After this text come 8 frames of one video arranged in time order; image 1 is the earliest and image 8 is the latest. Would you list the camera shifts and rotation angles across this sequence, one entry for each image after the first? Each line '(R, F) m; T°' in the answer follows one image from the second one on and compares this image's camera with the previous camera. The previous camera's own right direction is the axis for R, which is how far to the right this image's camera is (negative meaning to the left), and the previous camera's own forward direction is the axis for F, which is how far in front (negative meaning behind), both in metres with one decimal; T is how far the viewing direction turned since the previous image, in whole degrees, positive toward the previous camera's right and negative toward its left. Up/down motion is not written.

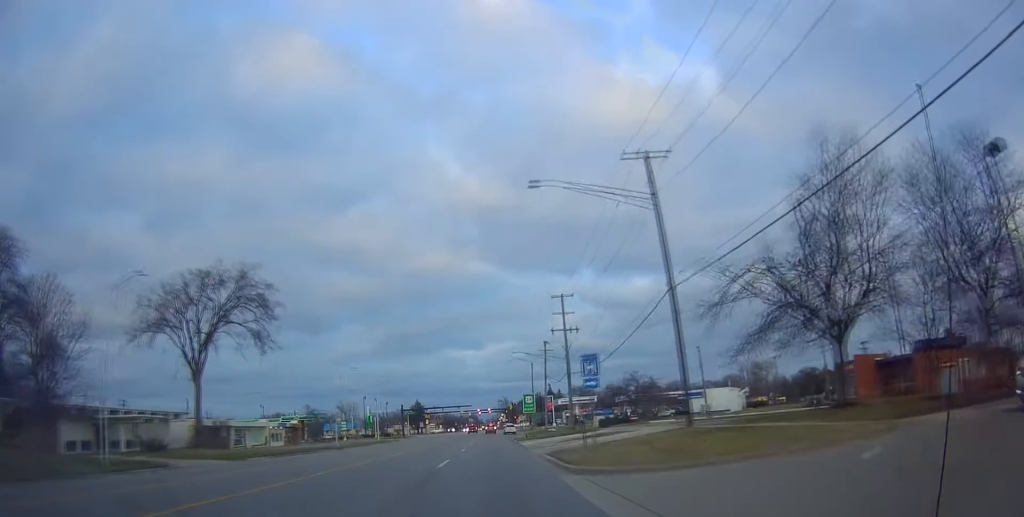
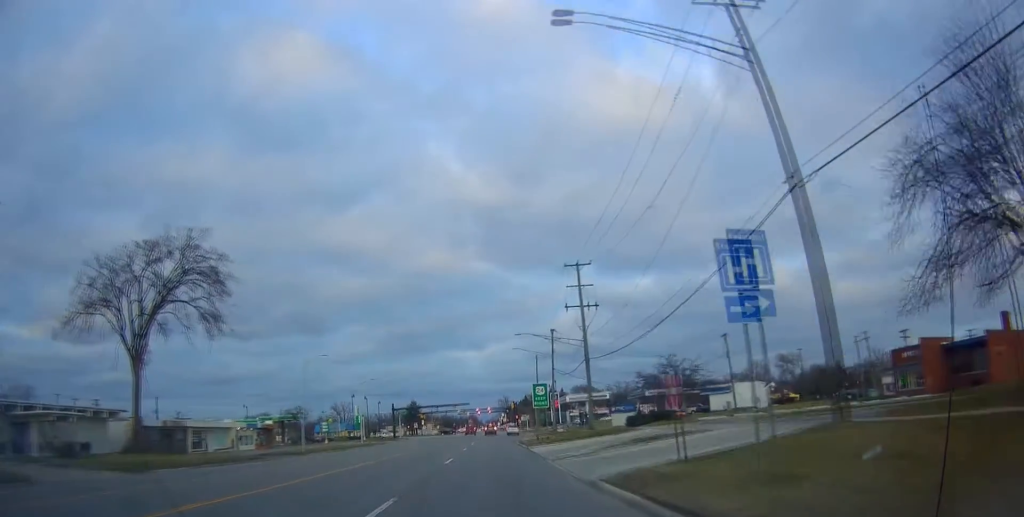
(+0.4, +12.4) m; 0°
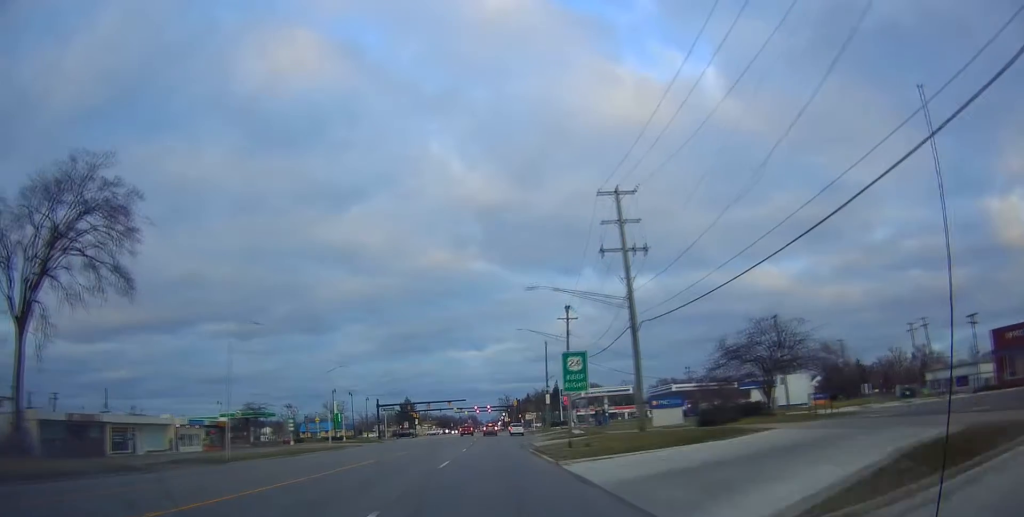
(-0.4, +16.9) m; -2°
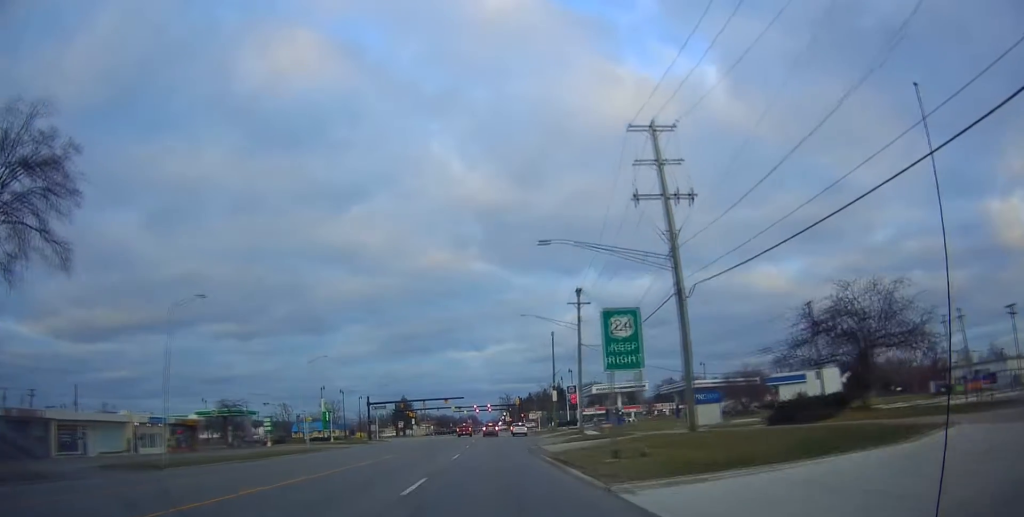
(0.0, +8.6) m; +1°
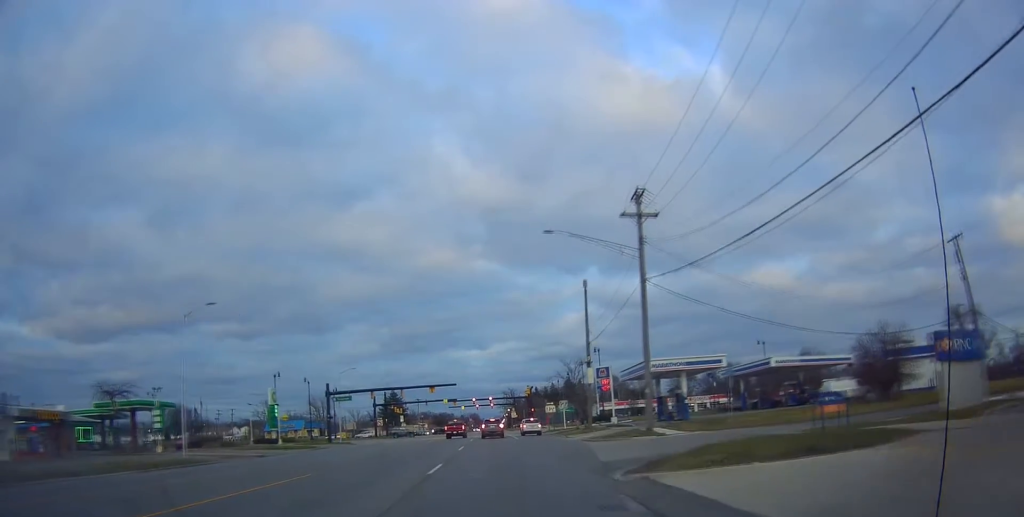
(+1.0, +25.7) m; +3°
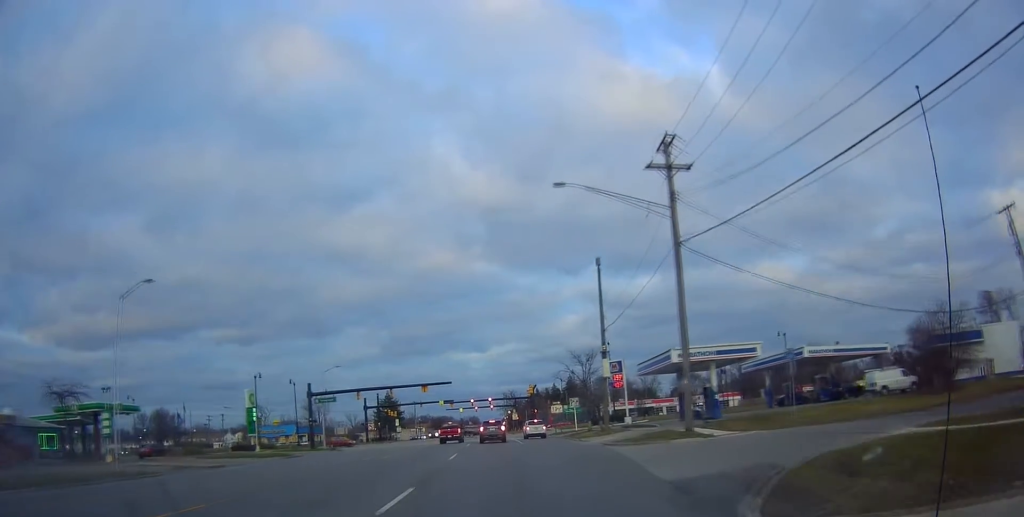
(0.0, +7.5) m; 0°
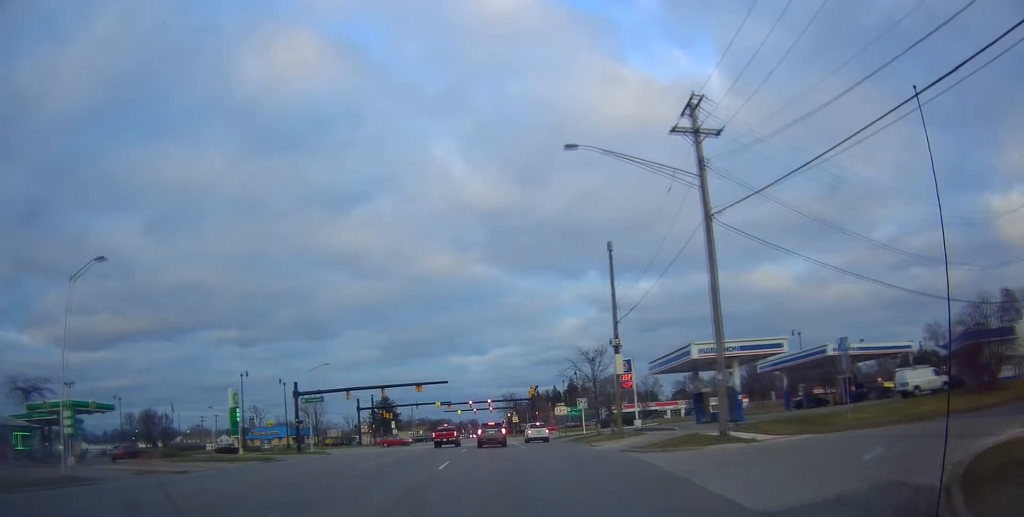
(0.0, +4.6) m; 0°
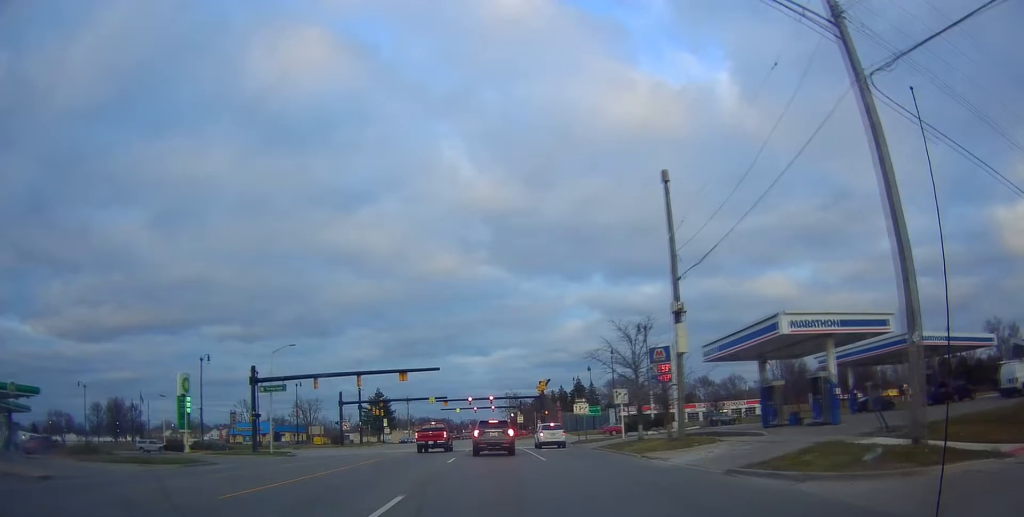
(0.0, +12.5) m; 0°
